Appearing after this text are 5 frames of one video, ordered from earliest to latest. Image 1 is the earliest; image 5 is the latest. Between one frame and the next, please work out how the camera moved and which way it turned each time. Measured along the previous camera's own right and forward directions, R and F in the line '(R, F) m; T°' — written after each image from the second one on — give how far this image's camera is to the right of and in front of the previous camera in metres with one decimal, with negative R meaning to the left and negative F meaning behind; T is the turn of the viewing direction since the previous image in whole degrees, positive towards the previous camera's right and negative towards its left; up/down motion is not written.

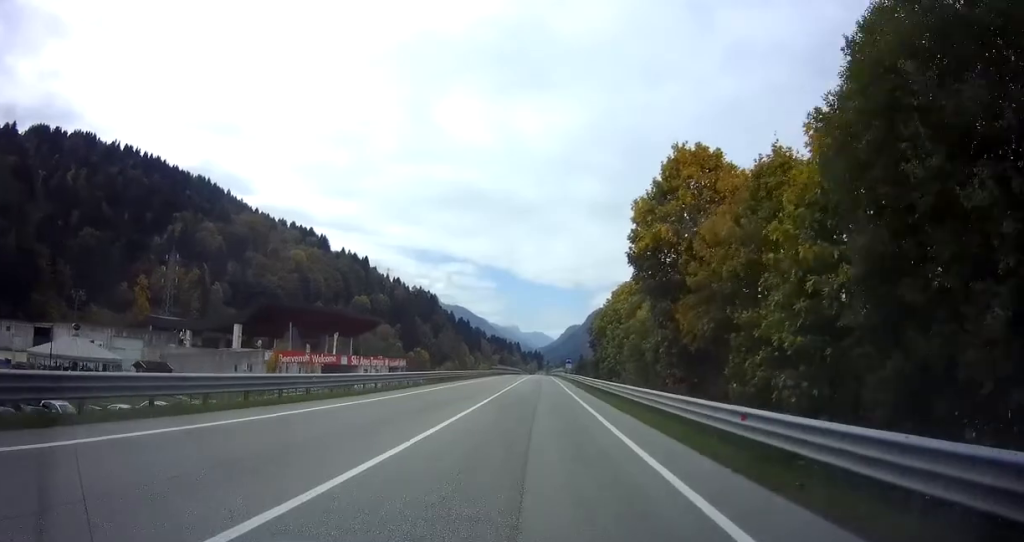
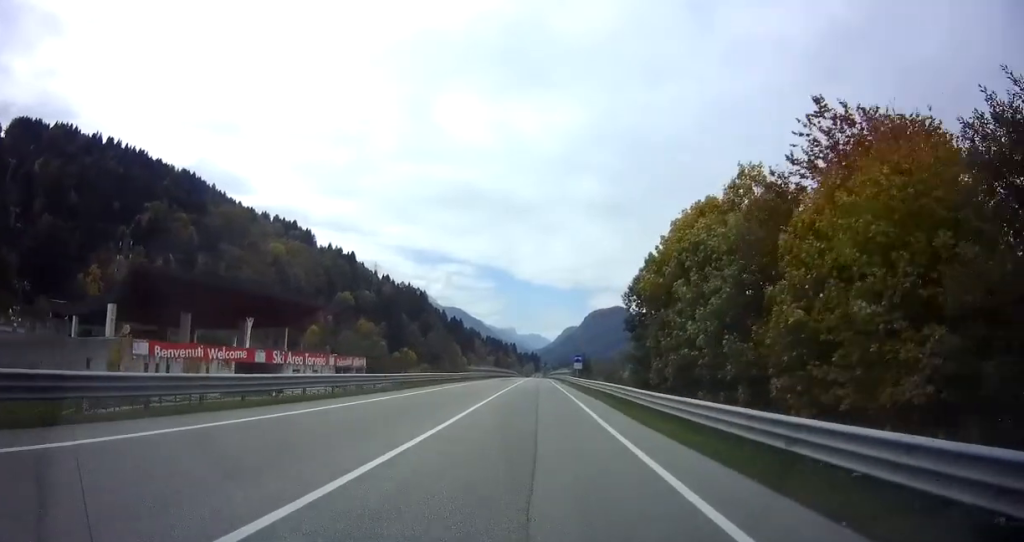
(-0.3, +27.5) m; 0°
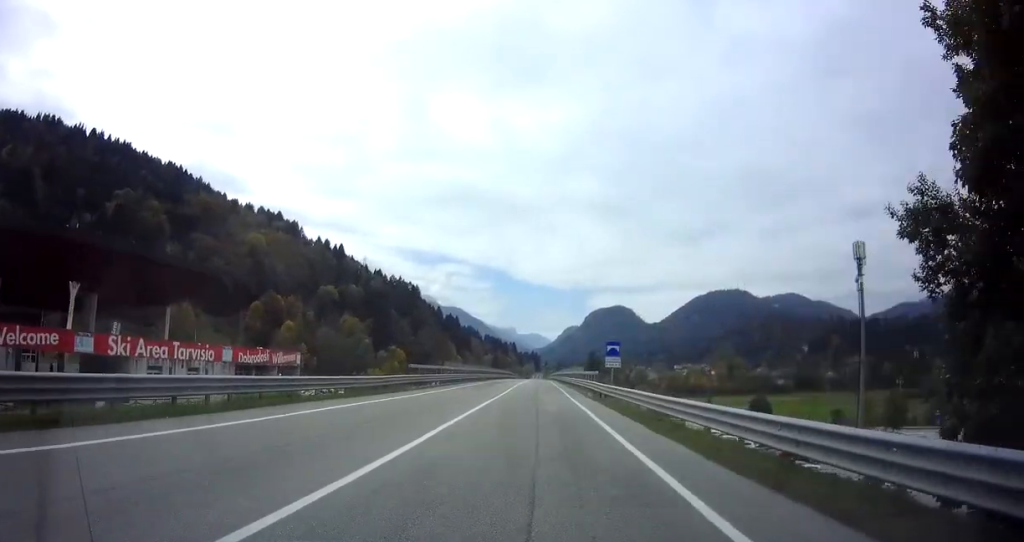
(-0.3, +27.8) m; 0°
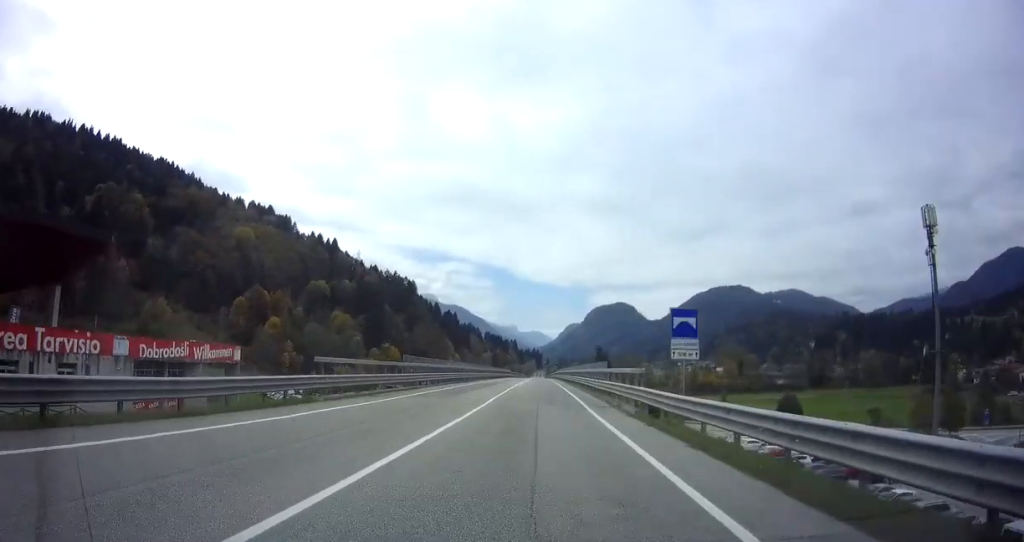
(+0.4, +15.4) m; +1°
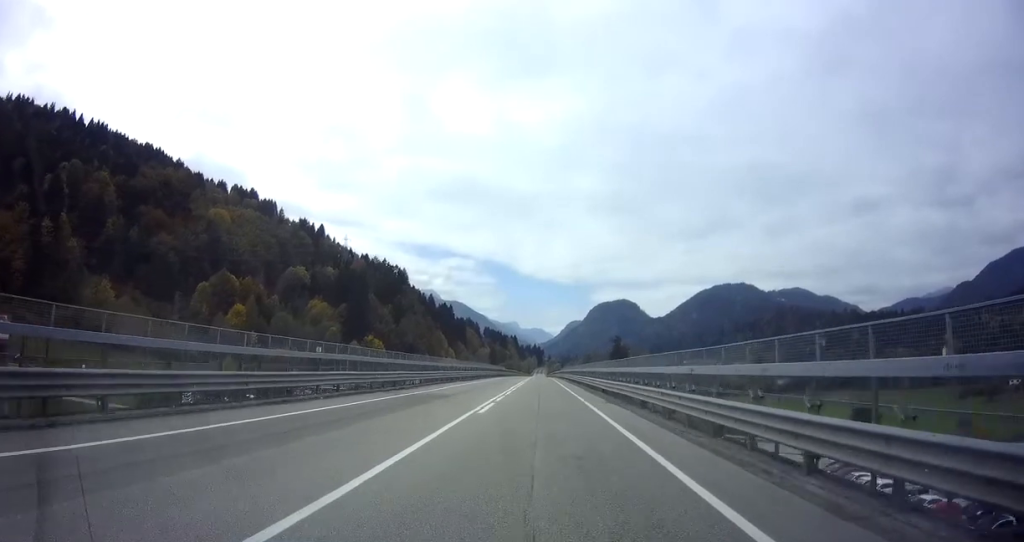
(-0.2, +30.2) m; -1°
